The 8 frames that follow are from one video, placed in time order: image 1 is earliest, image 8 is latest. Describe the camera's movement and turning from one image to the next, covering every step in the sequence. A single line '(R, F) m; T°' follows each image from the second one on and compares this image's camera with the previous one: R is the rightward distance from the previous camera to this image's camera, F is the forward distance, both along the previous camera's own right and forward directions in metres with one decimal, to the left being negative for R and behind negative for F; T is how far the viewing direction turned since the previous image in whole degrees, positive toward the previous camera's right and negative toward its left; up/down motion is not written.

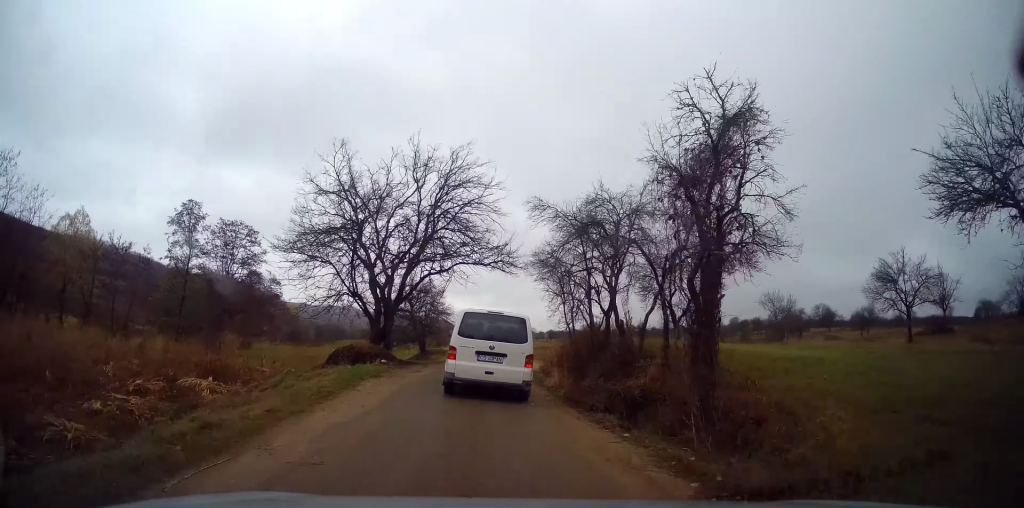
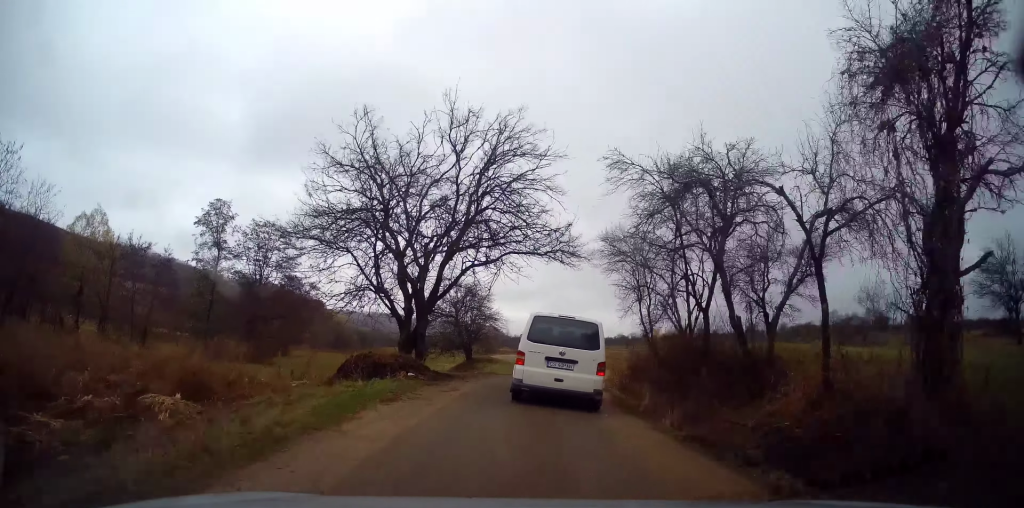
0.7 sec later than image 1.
(0.0, +4.5) m; 0°
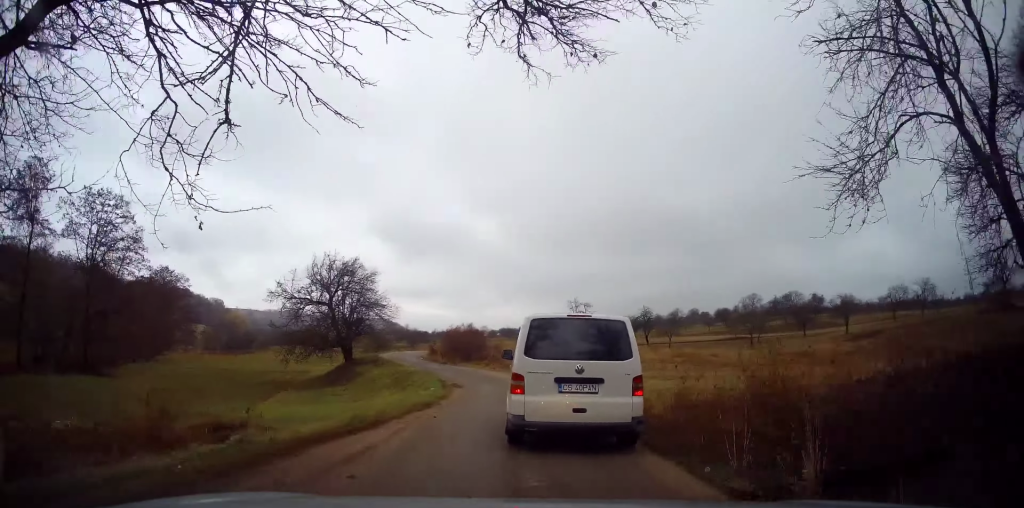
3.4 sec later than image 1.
(+0.7, +16.4) m; +6°
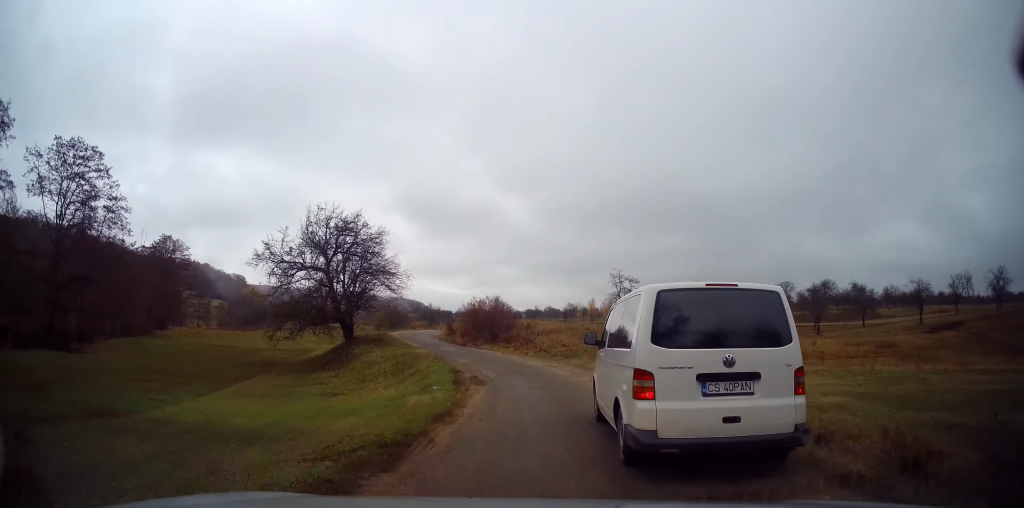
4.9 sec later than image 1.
(0.0, +9.7) m; +1°
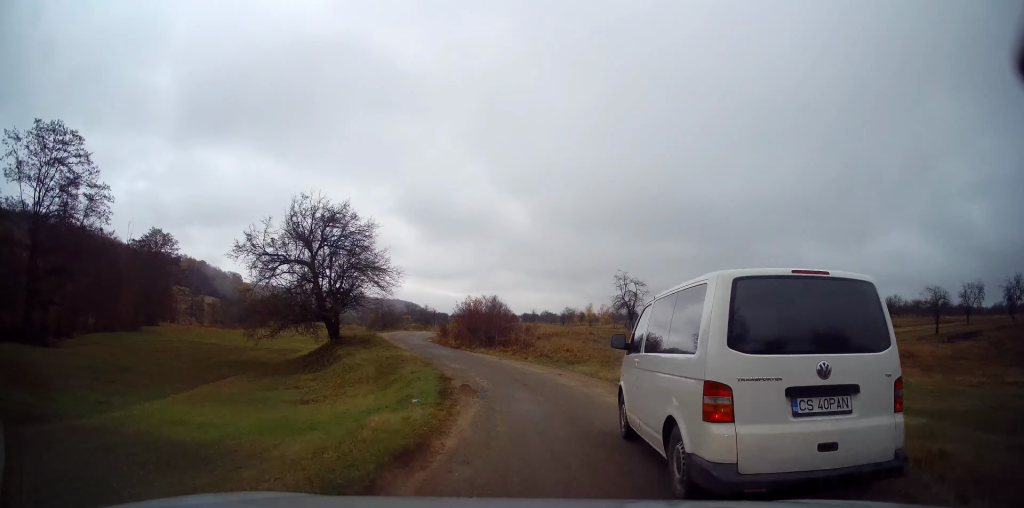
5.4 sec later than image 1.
(0.0, +3.4) m; +1°
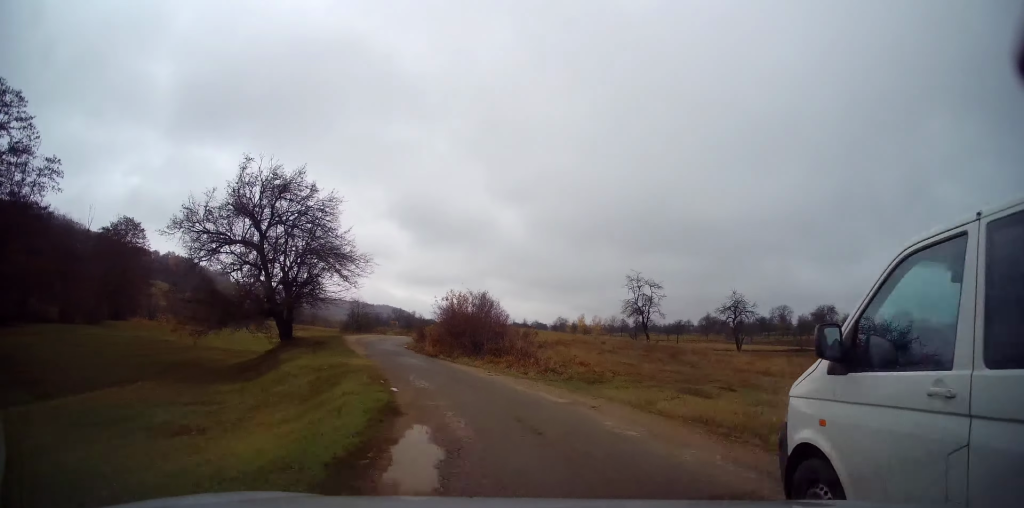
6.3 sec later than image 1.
(+0.1, +7.0) m; +1°
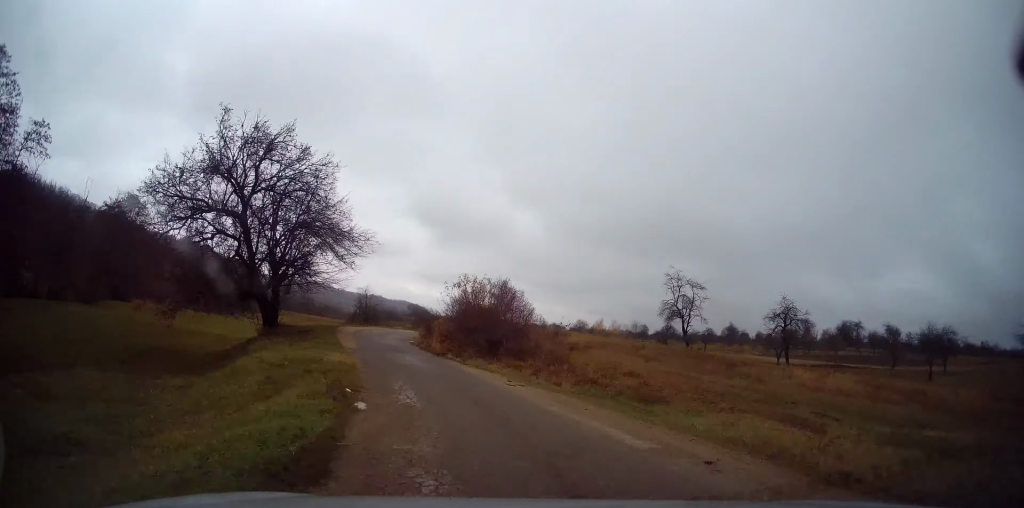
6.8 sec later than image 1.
(+0.1, +4.4) m; -1°
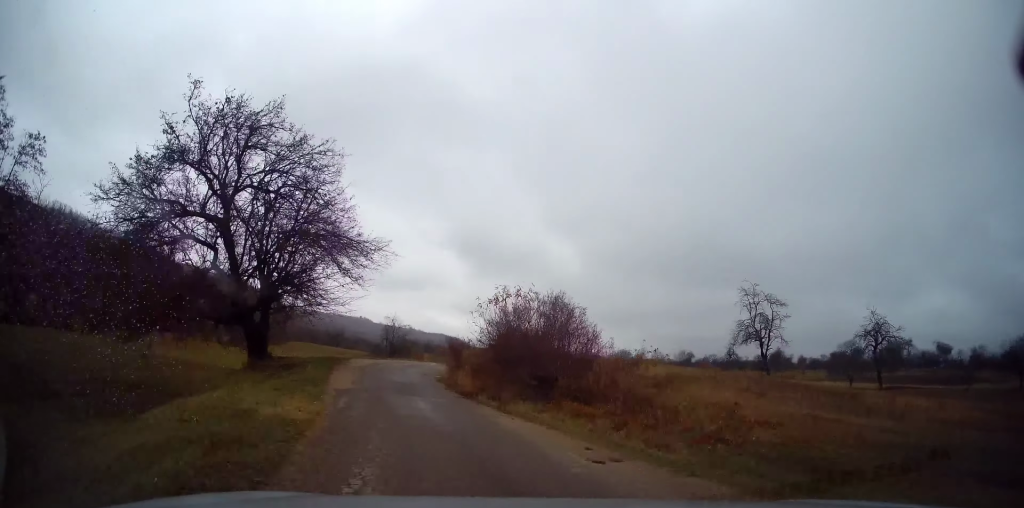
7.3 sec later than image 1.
(-0.1, +5.5) m; -3°
